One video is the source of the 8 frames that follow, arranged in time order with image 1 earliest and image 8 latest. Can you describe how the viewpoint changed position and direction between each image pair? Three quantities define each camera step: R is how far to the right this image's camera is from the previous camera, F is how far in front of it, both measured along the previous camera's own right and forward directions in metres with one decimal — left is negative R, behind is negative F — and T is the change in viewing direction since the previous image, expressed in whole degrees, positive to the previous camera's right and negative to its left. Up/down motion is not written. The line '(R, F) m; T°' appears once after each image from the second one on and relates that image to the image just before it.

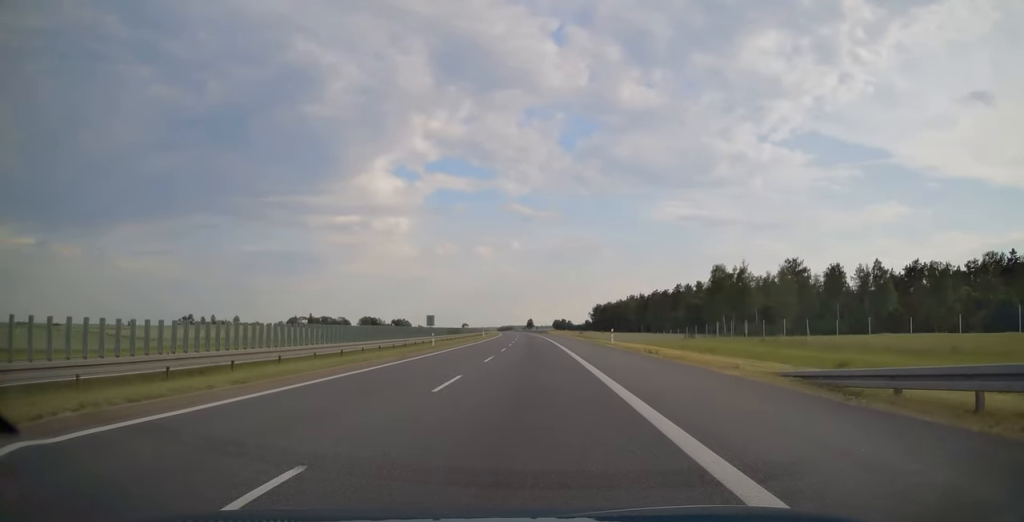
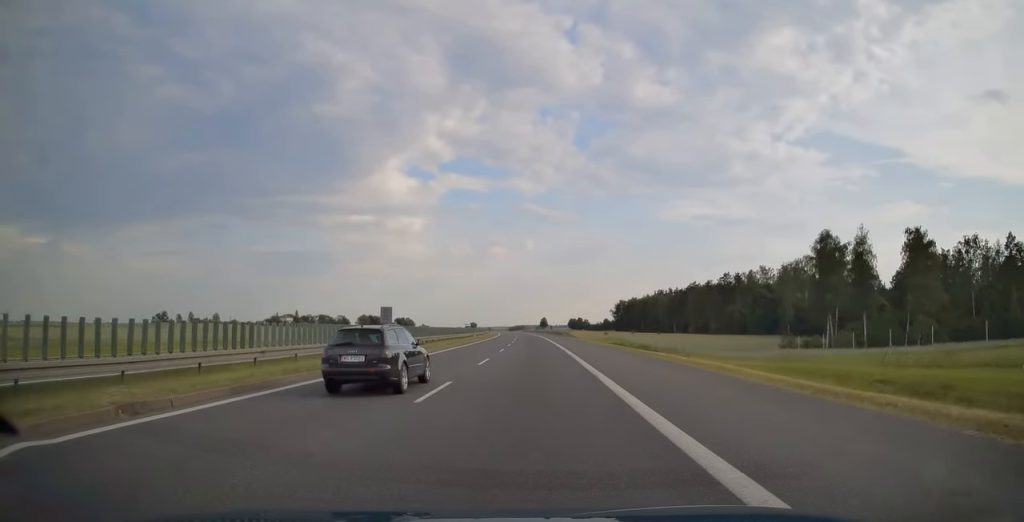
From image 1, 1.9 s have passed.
(-0.6, +62.4) m; -1°
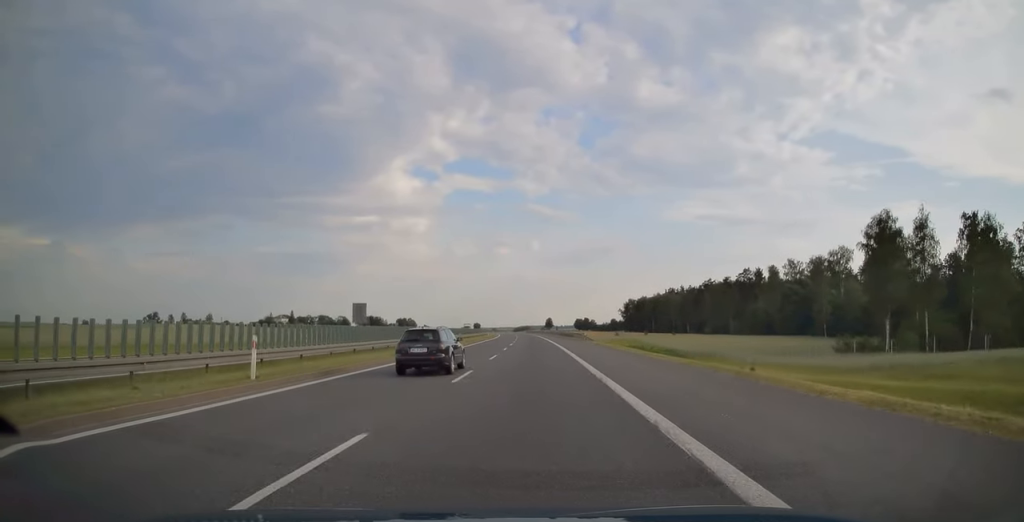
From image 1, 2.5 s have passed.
(0.0, +19.7) m; 0°
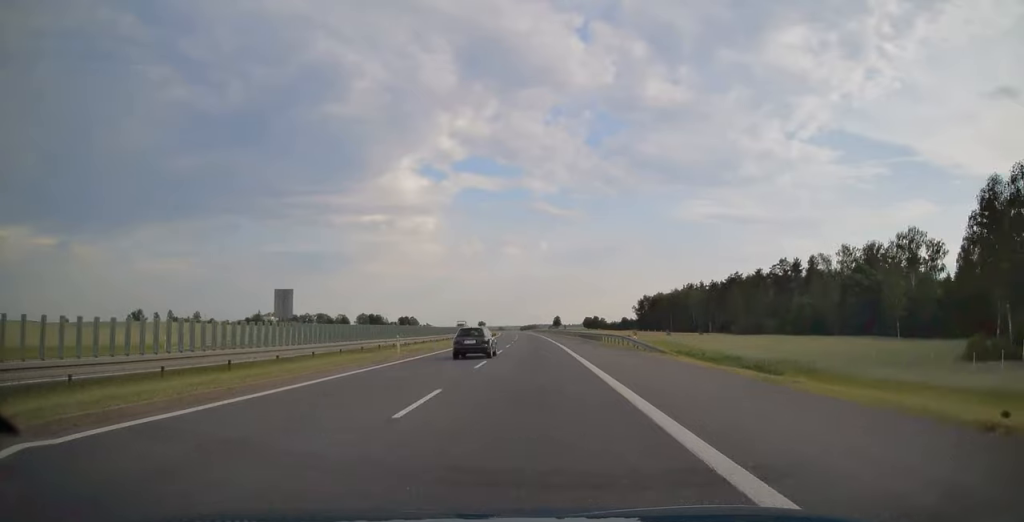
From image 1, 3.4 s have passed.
(-0.2, +30.6) m; -1°
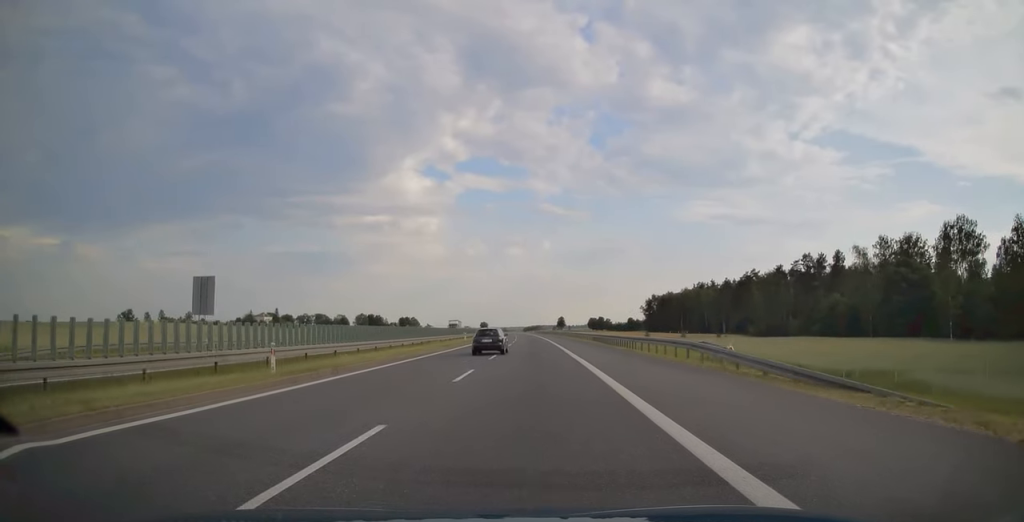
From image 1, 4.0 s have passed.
(-0.1, +17.0) m; 0°
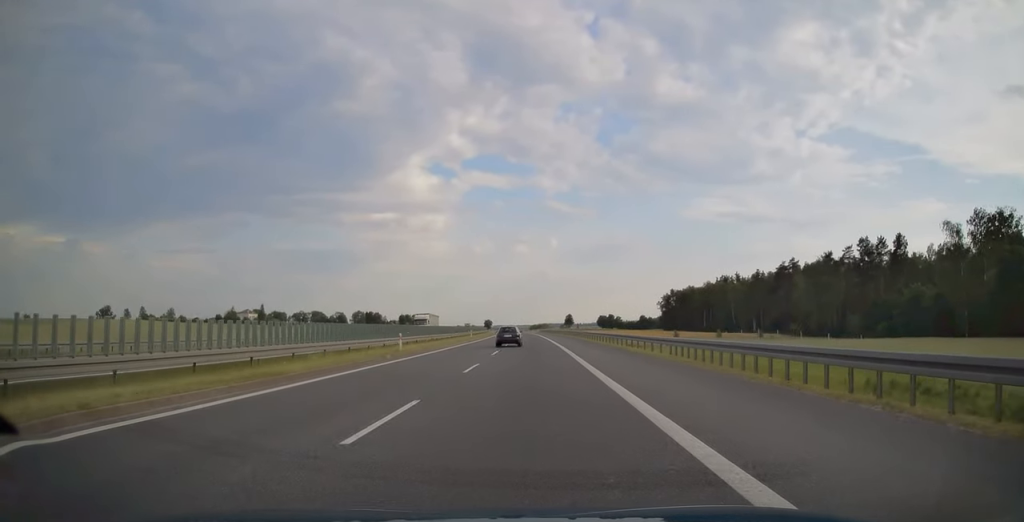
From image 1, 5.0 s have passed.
(-0.2, +33.4) m; -1°
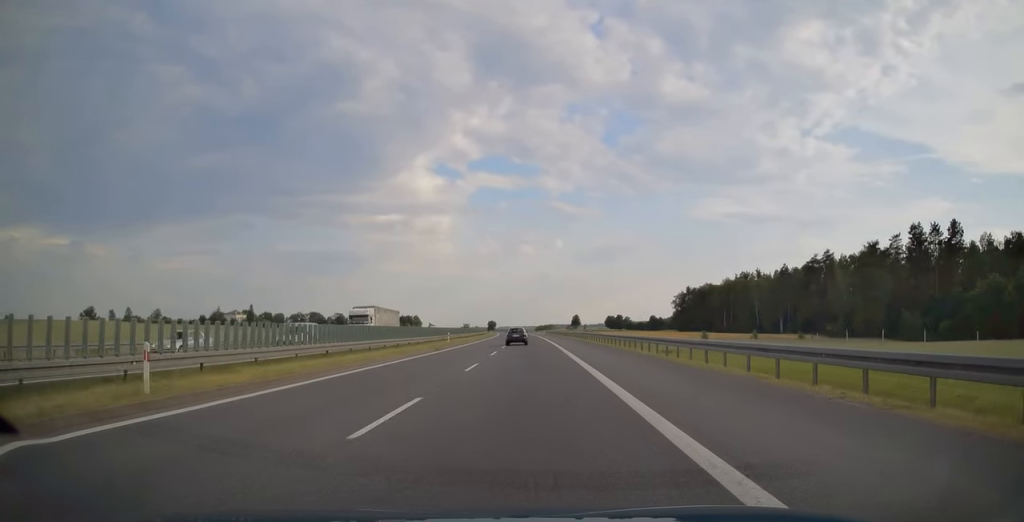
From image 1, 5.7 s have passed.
(0.0, +23.5) m; -1°
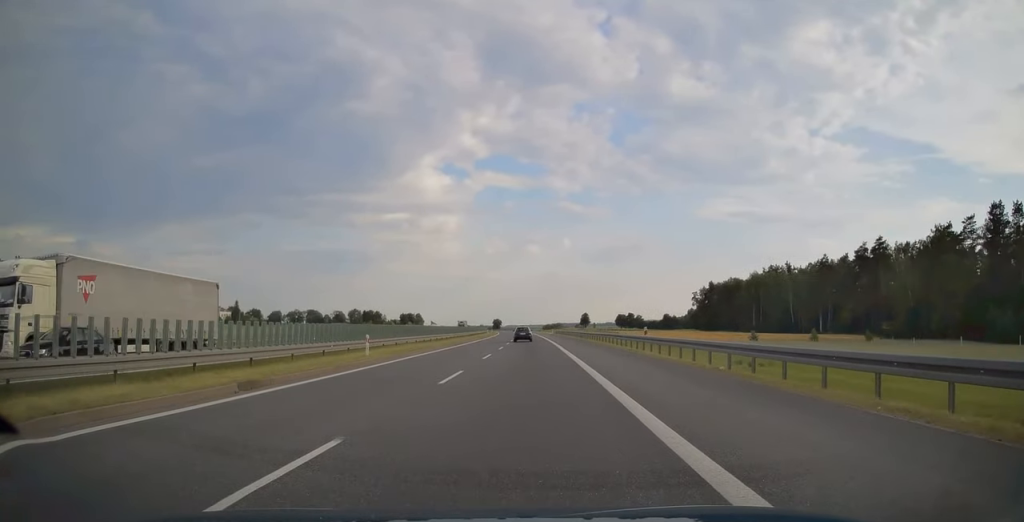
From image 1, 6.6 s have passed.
(-0.1, +28.5) m; -1°
